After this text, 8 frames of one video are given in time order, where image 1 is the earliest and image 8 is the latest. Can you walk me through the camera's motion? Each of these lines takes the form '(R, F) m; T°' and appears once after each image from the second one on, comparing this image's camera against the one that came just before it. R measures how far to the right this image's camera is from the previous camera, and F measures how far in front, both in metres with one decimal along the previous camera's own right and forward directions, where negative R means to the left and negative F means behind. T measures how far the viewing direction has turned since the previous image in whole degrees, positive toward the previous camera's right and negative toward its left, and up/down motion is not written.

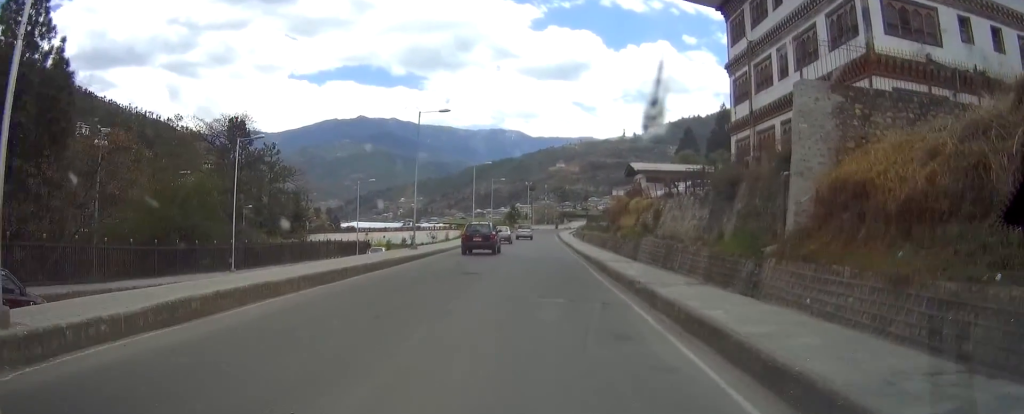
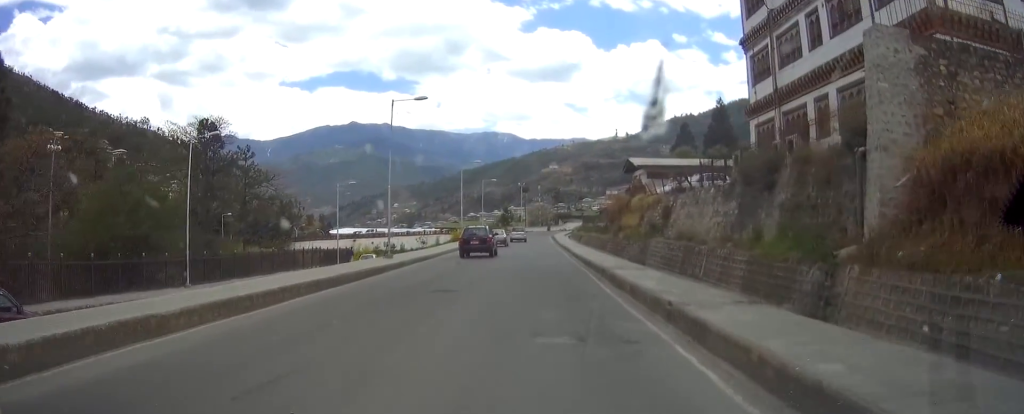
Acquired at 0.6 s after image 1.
(-0.1, +4.6) m; +1°
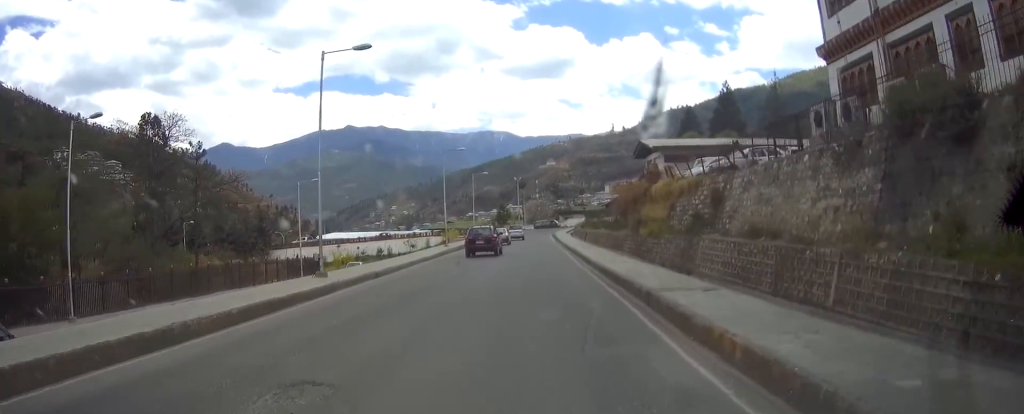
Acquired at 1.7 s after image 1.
(+0.2, +9.4) m; +3°
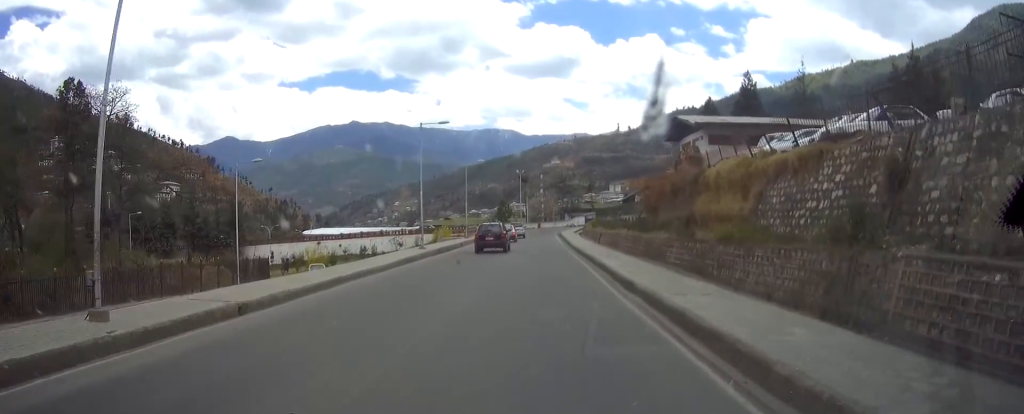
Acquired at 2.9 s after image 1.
(+0.4, +11.7) m; +2°
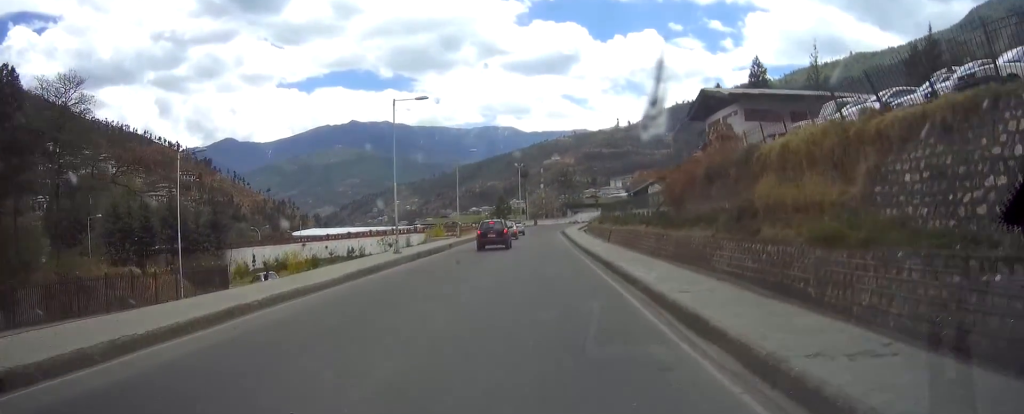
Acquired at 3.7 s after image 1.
(-0.1, +7.0) m; -1°
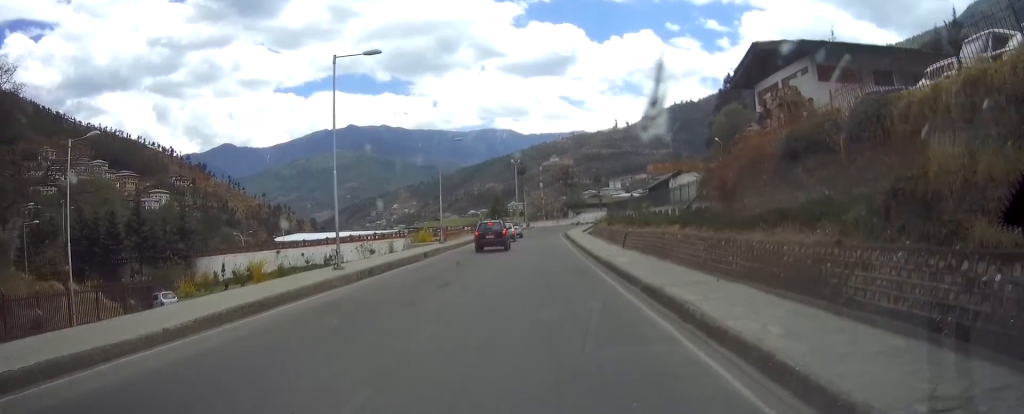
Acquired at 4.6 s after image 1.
(-0.1, +9.1) m; 0°
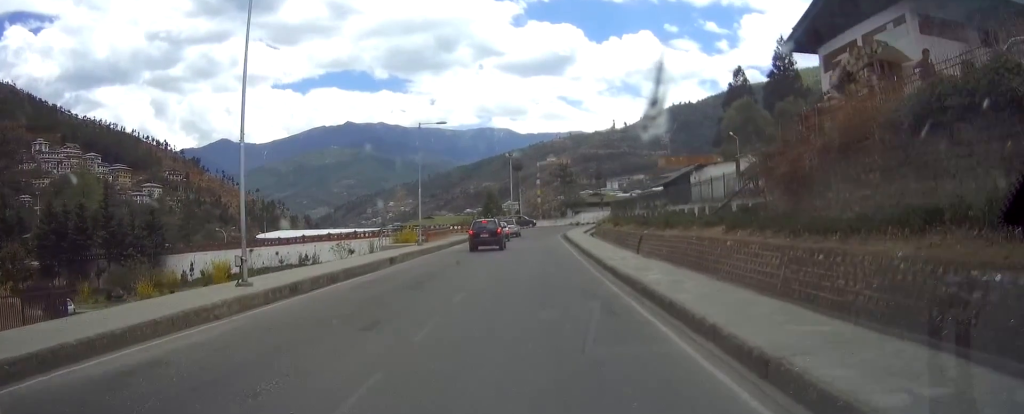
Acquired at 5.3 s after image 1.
(+0.1, +7.2) m; +2°
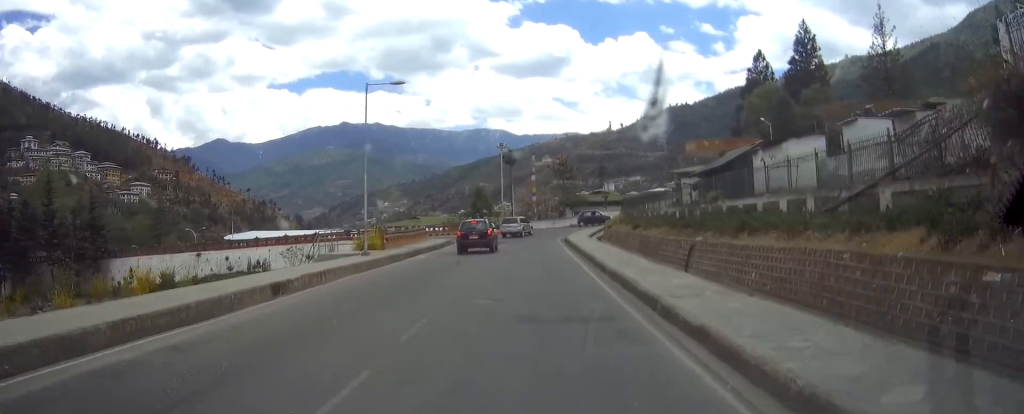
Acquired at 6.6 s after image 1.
(+0.5, +12.3) m; +2°
